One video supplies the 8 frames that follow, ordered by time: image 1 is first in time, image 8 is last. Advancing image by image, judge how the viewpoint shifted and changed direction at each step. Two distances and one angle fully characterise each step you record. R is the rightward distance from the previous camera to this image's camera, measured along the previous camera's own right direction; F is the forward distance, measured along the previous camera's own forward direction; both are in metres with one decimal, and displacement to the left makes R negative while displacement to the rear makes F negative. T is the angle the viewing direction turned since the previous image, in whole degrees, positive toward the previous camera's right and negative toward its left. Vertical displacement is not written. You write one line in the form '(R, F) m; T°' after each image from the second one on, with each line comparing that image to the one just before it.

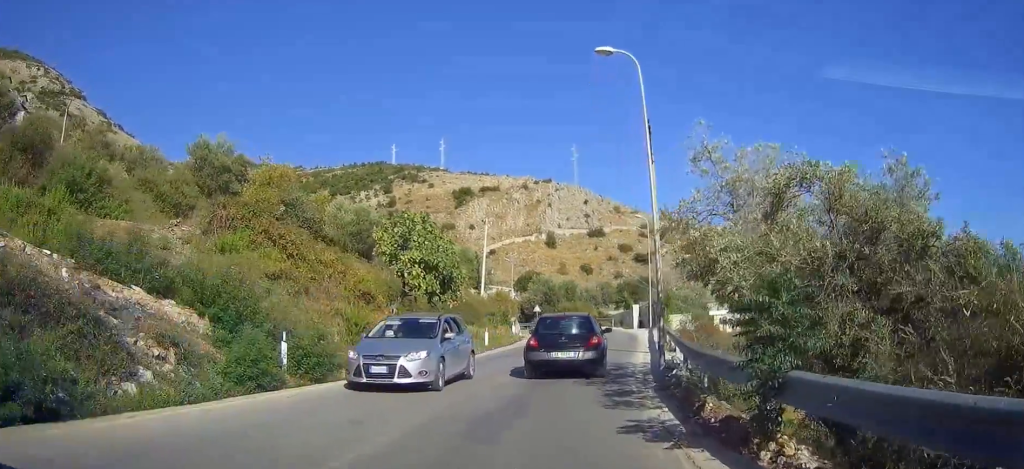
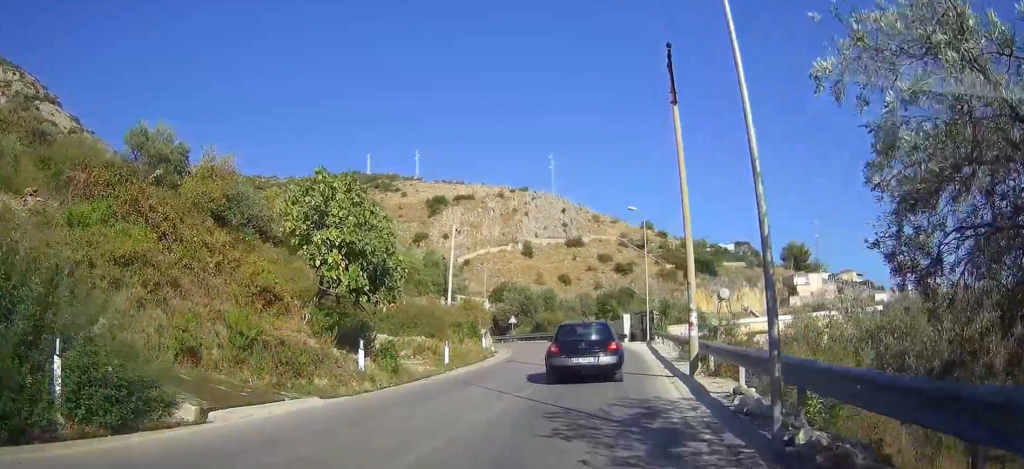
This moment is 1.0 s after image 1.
(0.0, +7.5) m; +1°
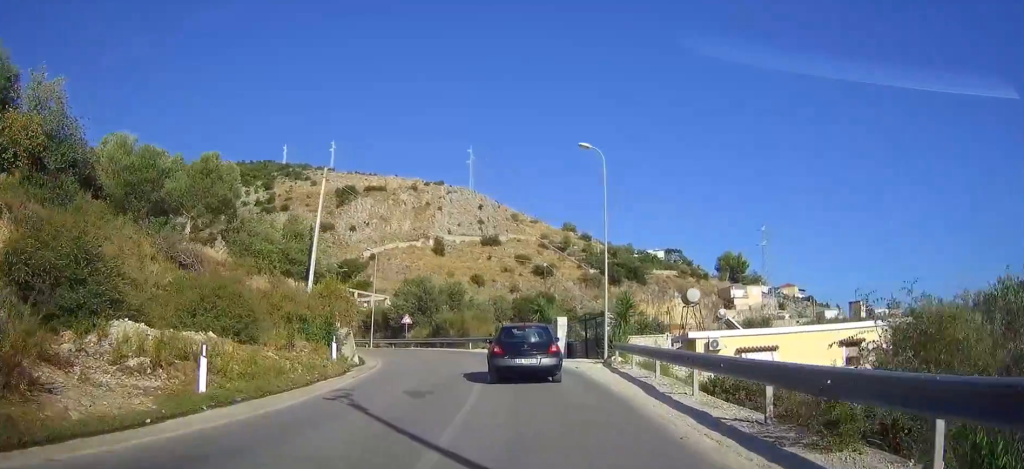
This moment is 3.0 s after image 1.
(+0.4, +15.0) m; +2°
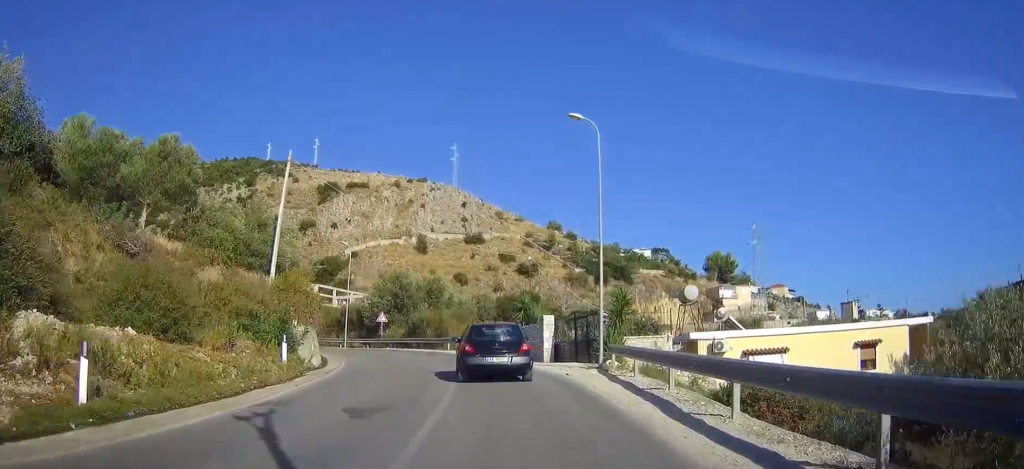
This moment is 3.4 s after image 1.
(0.0, +3.4) m; 0°
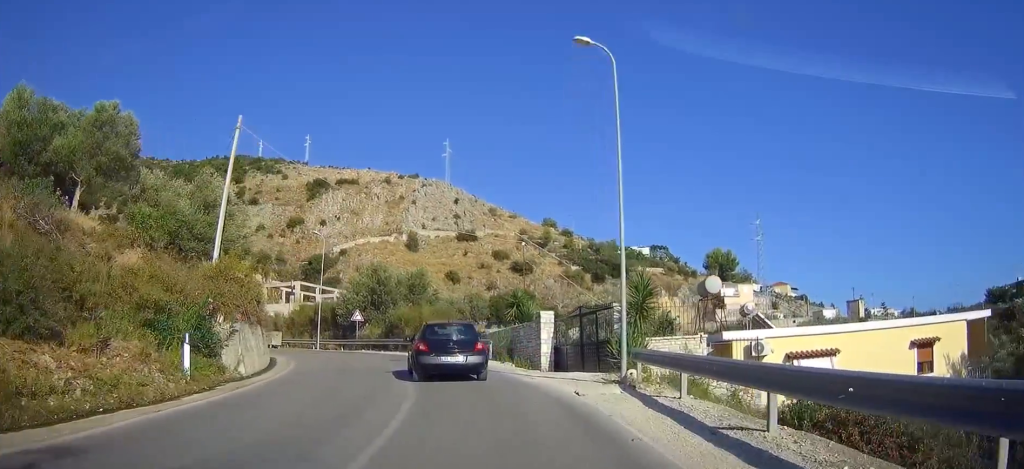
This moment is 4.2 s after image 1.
(0.0, +5.8) m; 0°
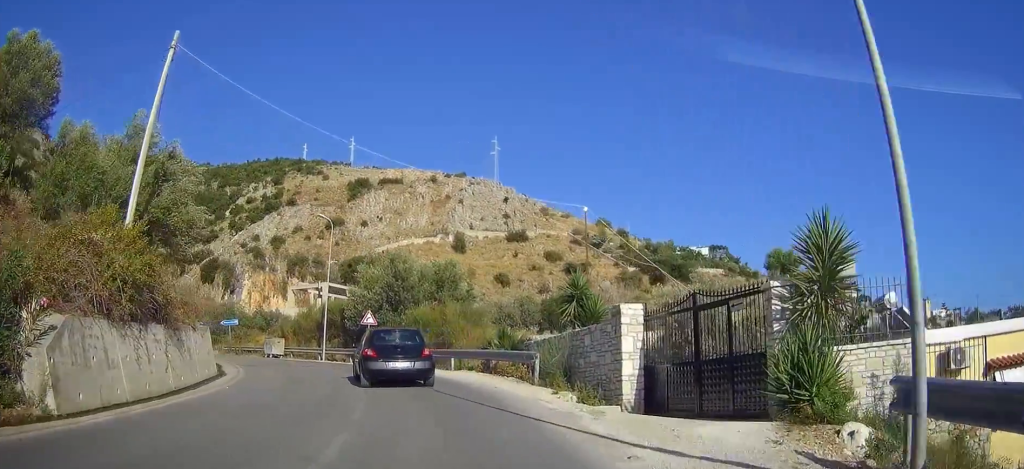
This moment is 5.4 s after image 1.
(0.0, +9.8) m; 0°
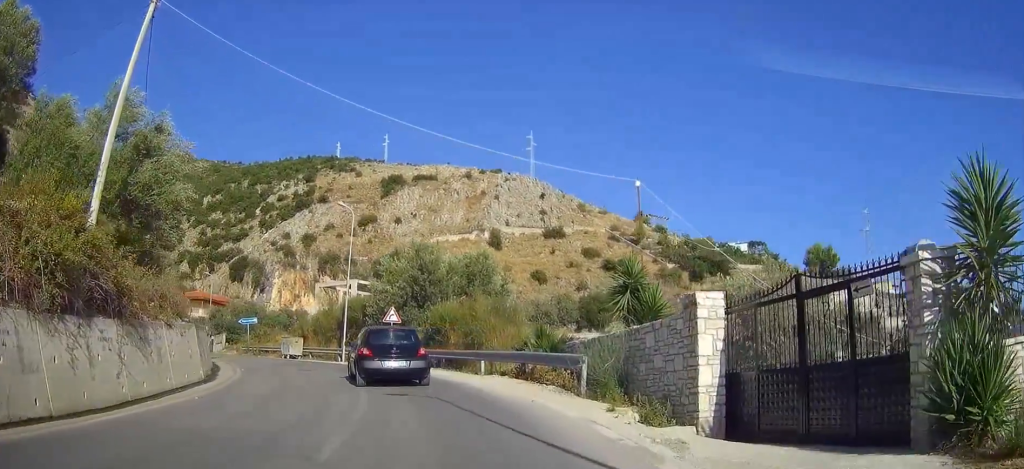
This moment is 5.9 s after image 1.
(0.0, +3.3) m; 0°
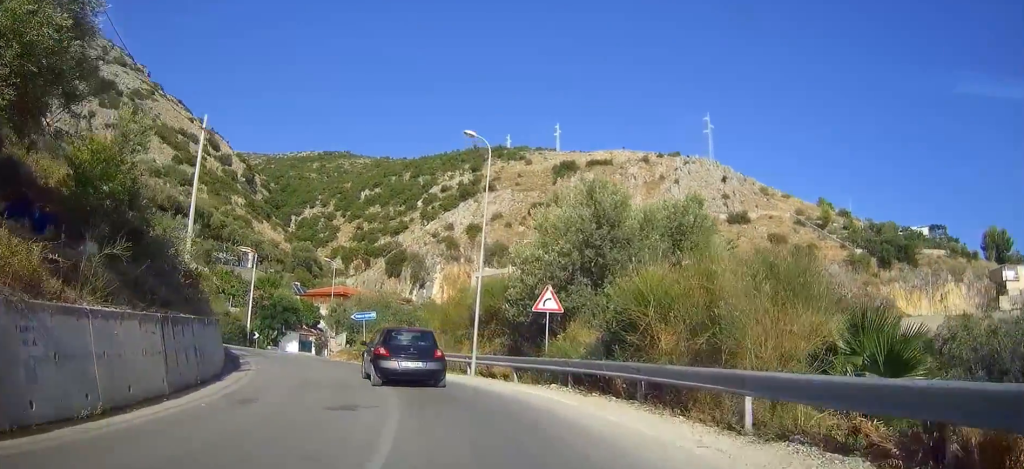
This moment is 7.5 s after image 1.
(-0.7, +12.7) m; -11°
